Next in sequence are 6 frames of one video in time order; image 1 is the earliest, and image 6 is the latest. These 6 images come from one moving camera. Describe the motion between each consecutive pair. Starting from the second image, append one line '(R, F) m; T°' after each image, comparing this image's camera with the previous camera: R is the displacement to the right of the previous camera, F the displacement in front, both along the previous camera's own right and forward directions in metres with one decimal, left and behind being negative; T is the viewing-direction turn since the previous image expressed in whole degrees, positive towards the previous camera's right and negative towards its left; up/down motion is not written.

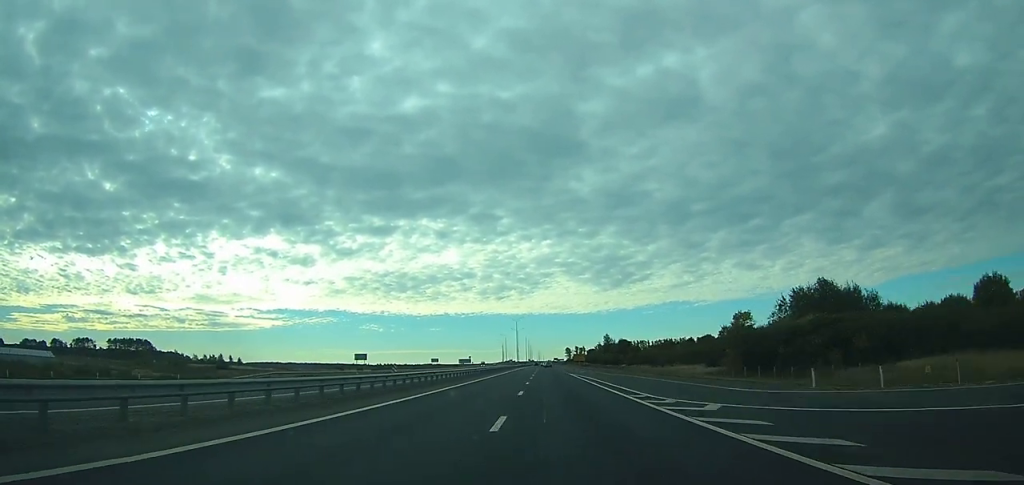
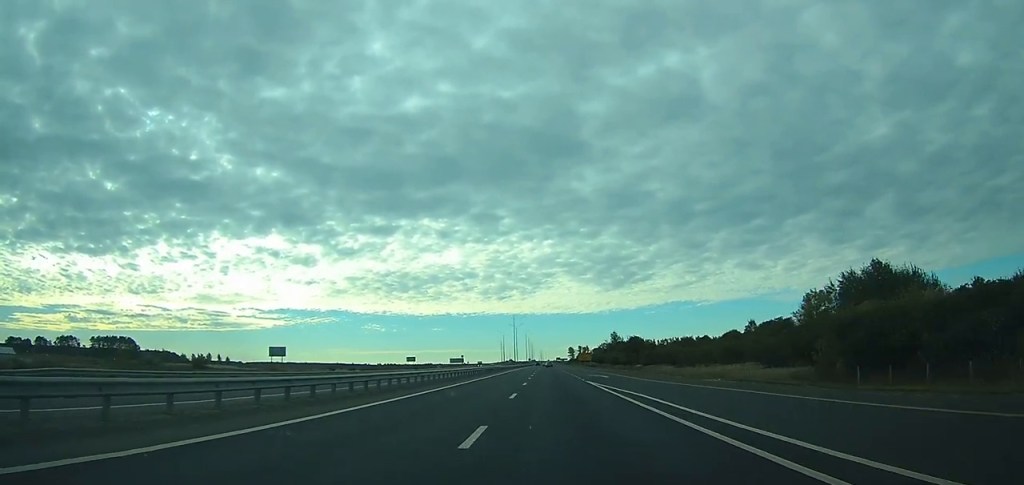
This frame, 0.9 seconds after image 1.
(0.0, +25.6) m; 0°
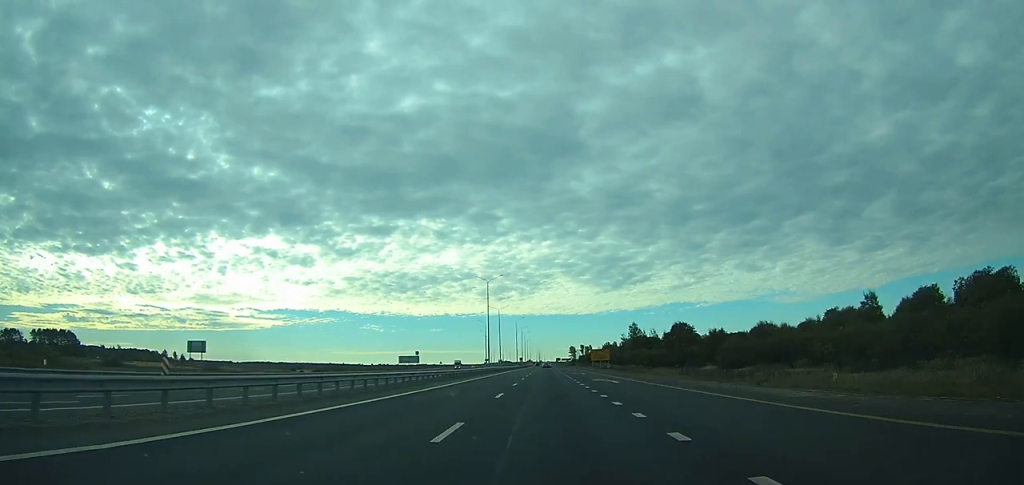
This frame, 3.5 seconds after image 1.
(-0.3, +72.1) m; 0°
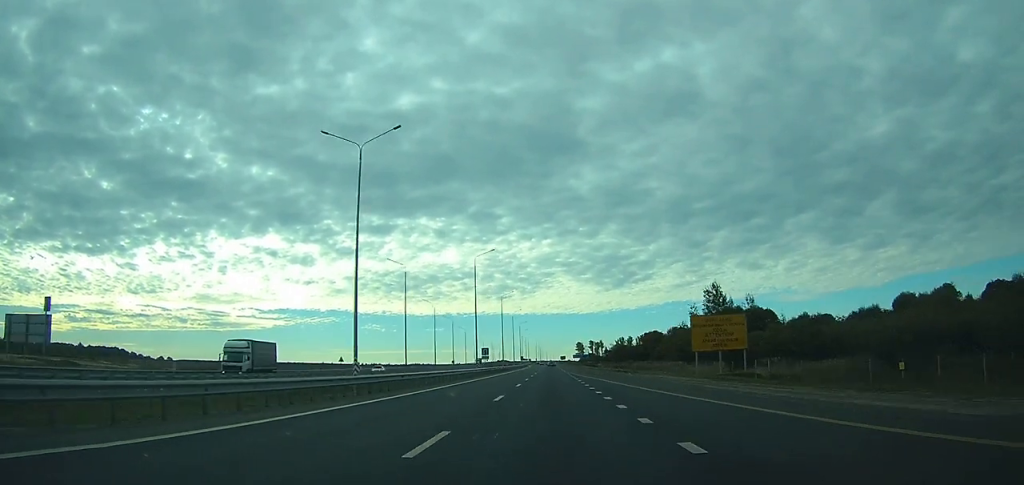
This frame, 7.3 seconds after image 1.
(-0.3, +113.5) m; 0°
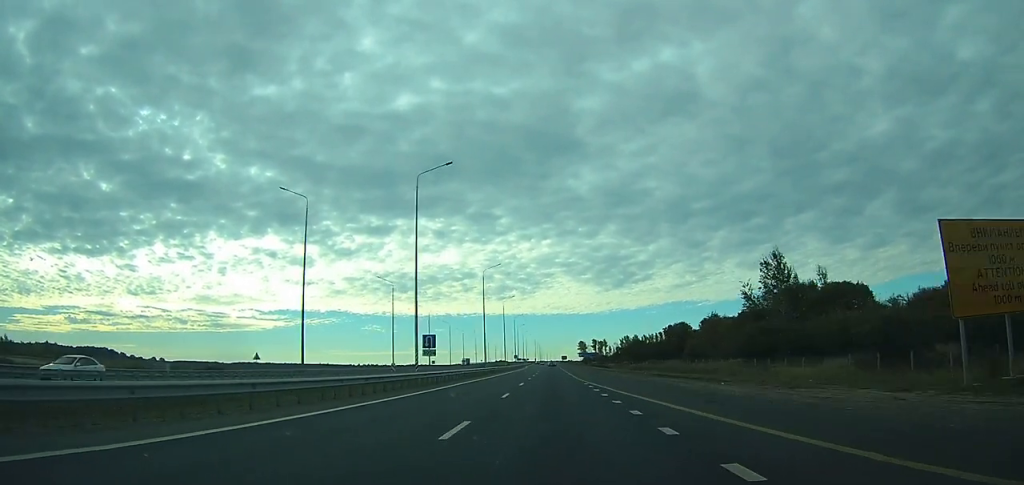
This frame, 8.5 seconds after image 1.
(0.0, +33.9) m; 0°
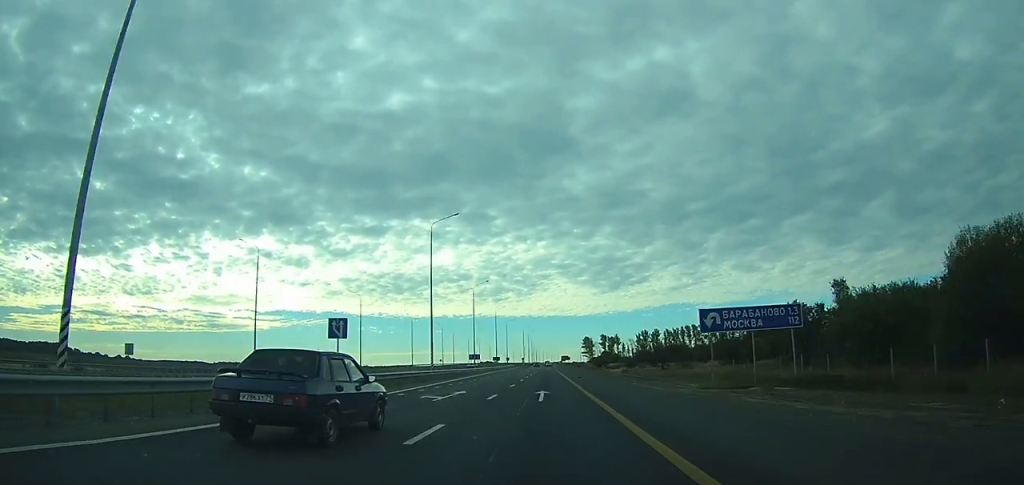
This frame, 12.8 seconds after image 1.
(-0.2, +116.9) m; 0°
